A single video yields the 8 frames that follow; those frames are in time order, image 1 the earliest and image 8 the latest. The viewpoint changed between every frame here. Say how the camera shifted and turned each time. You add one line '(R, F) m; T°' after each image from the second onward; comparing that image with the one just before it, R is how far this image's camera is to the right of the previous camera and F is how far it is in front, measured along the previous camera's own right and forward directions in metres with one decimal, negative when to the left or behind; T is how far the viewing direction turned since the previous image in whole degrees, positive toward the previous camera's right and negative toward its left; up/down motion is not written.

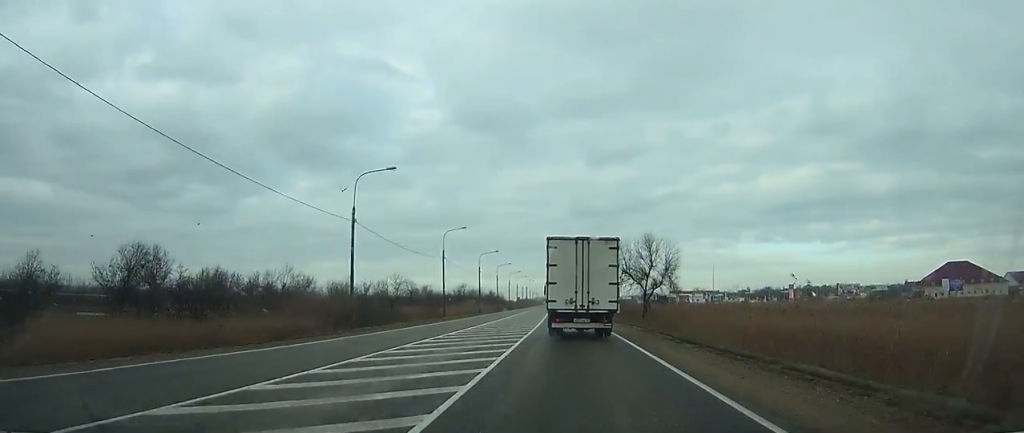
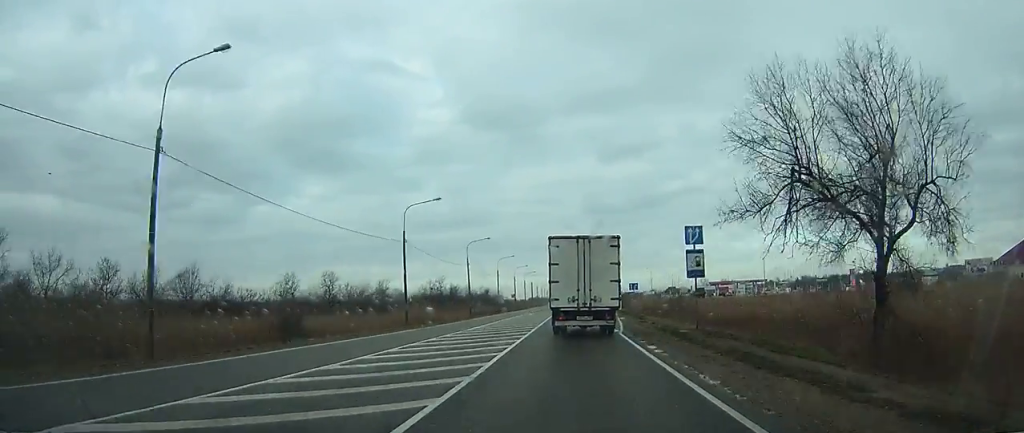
(-0.5, +49.1) m; -1°
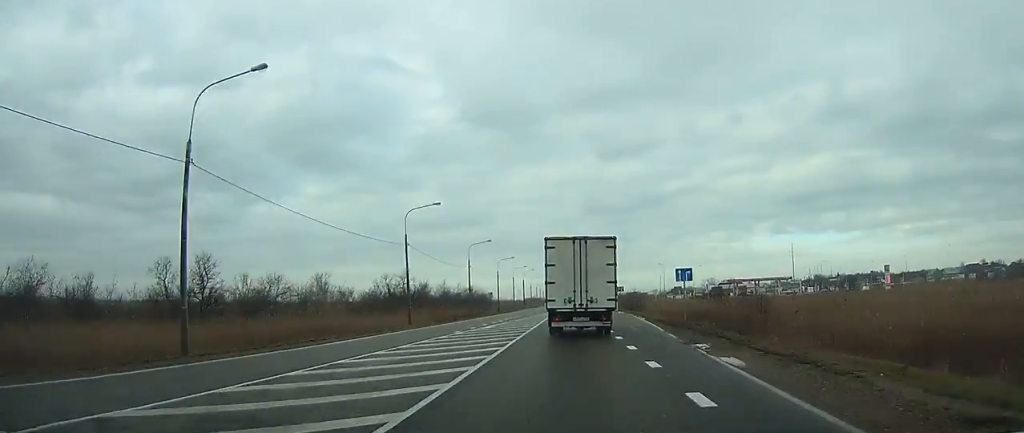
(-0.1, +27.7) m; 0°
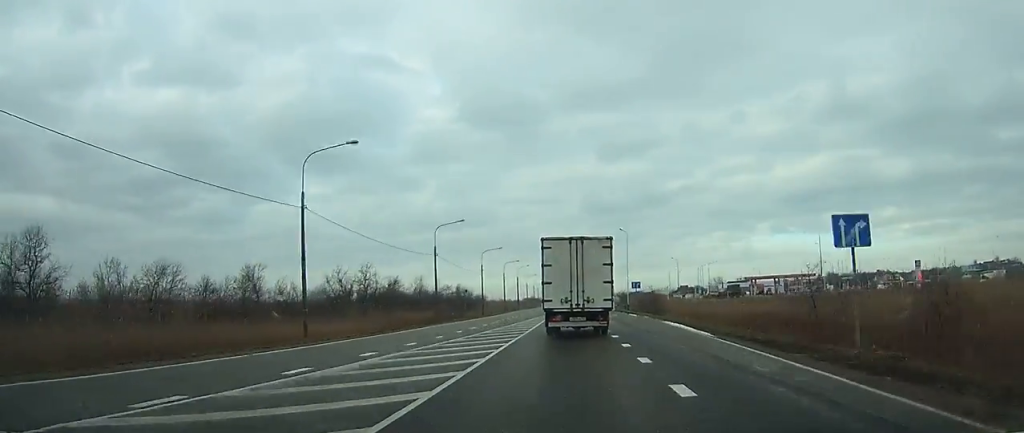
(0.0, +19.3) m; 0°
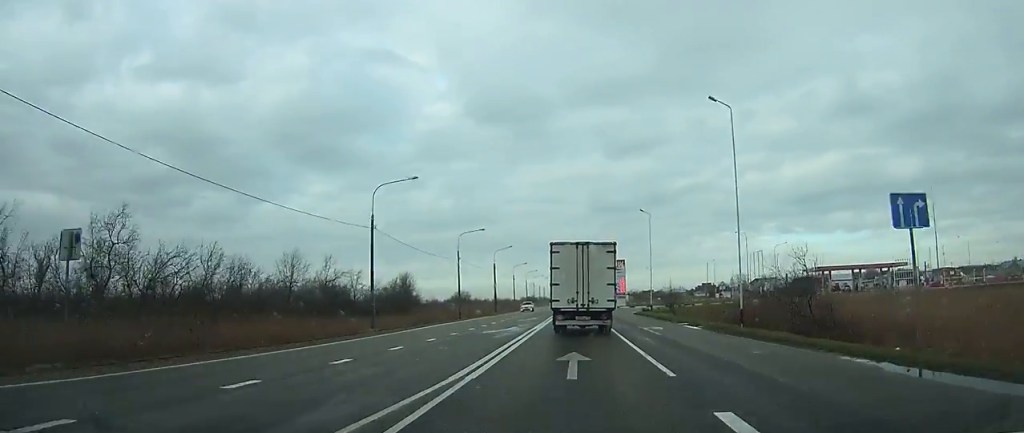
(-0.1, +50.8) m; 0°
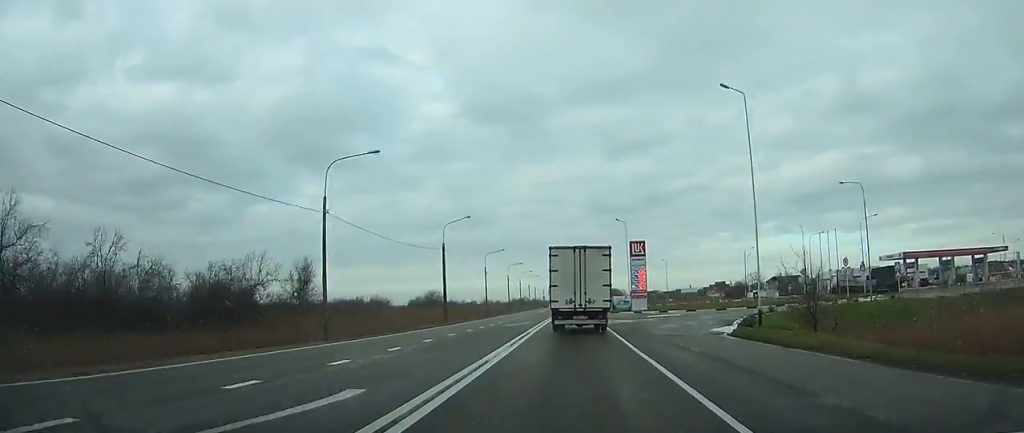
(0.0, +36.3) m; 0°
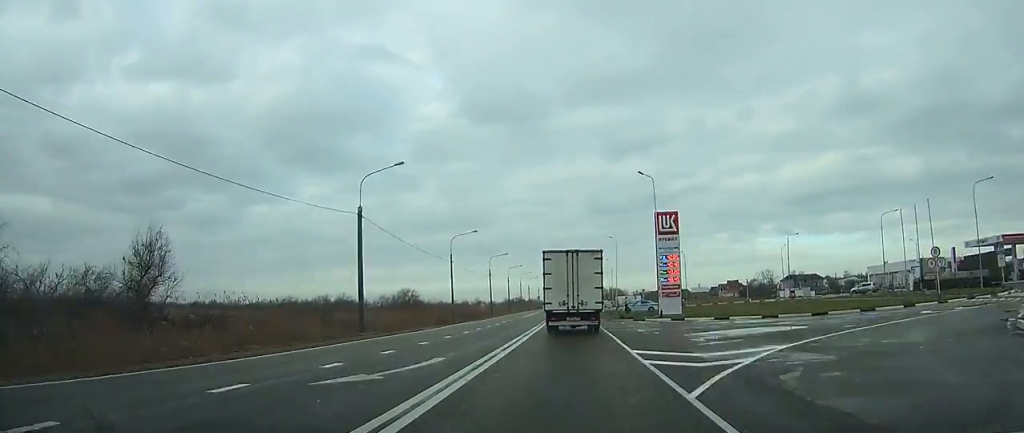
(+0.1, +24.2) m; 0°
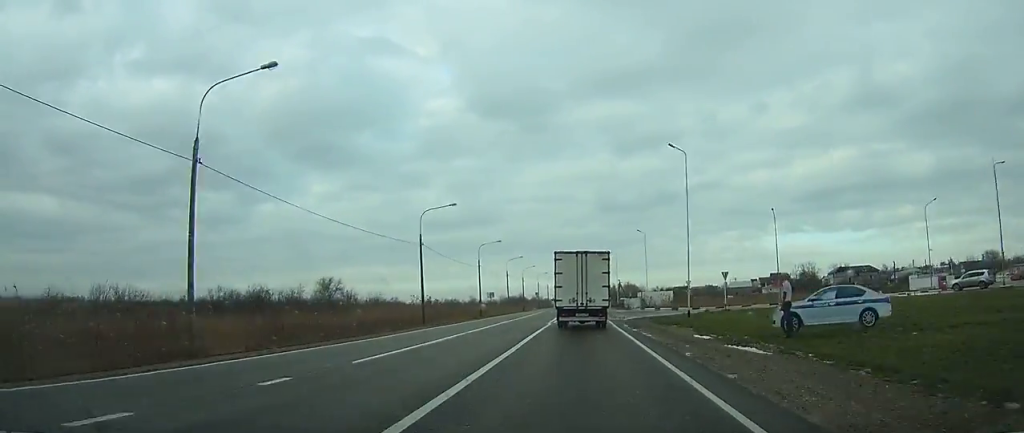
(-0.1, +47.2) m; 0°
